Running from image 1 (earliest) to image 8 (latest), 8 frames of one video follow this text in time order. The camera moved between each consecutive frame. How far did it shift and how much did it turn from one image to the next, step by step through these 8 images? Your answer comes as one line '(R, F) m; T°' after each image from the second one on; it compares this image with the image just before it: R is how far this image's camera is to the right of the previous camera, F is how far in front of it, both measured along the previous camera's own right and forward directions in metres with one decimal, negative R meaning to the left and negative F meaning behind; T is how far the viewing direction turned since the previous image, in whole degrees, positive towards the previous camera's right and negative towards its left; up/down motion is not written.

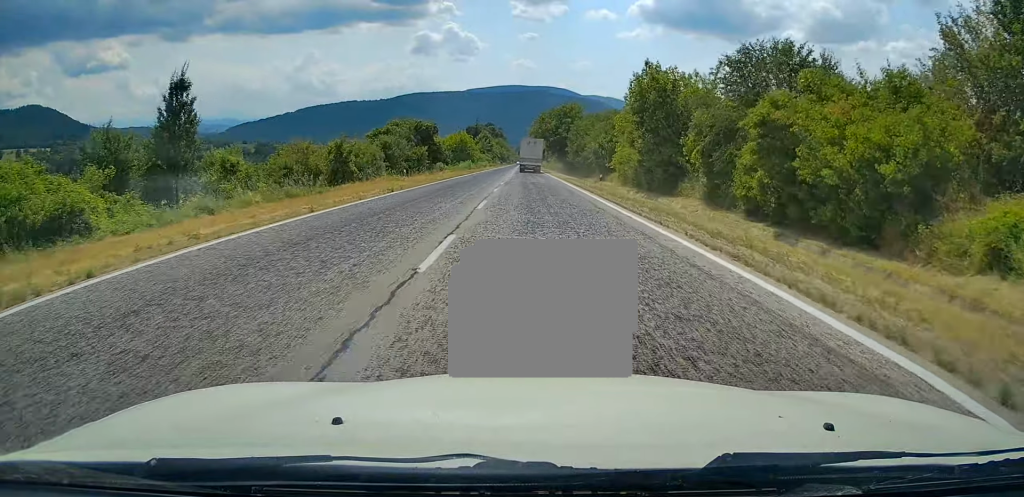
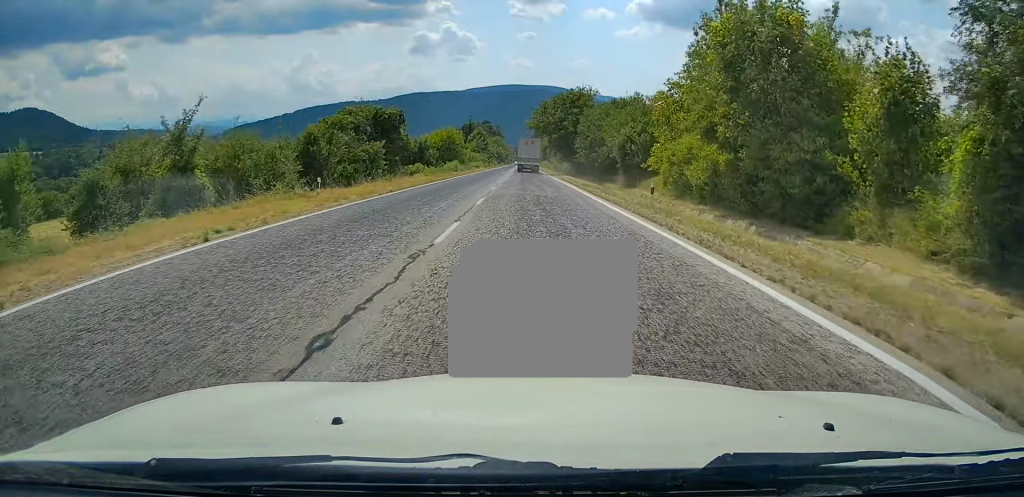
(+0.1, +16.0) m; 0°
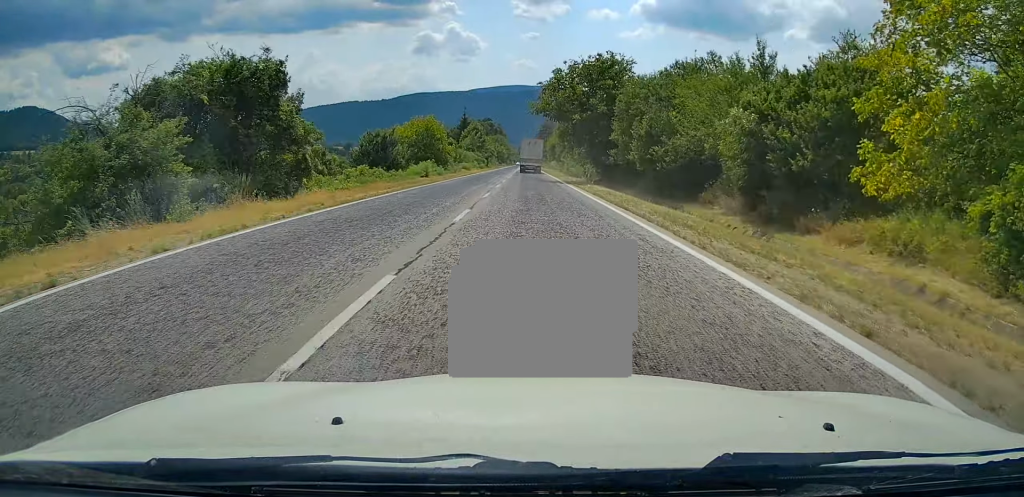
(0.0, +23.3) m; 0°
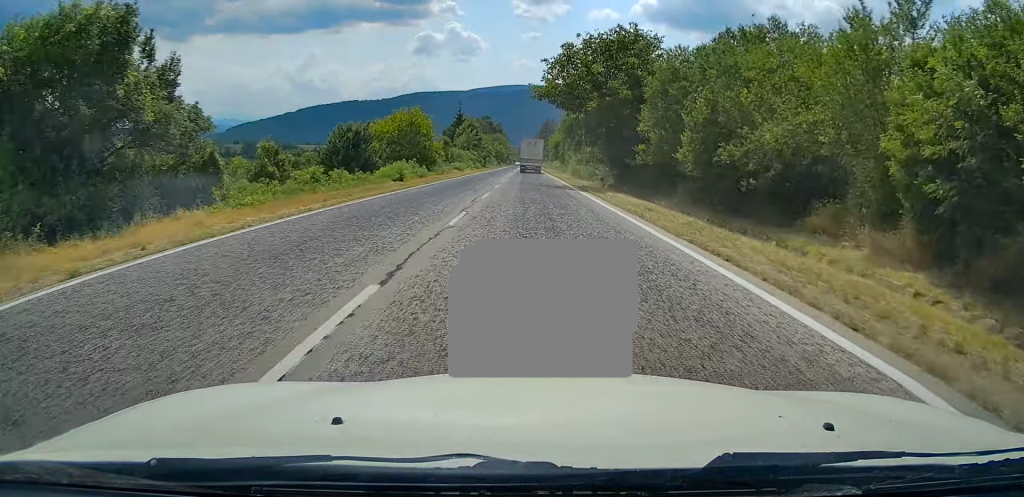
(0.0, +9.7) m; 0°
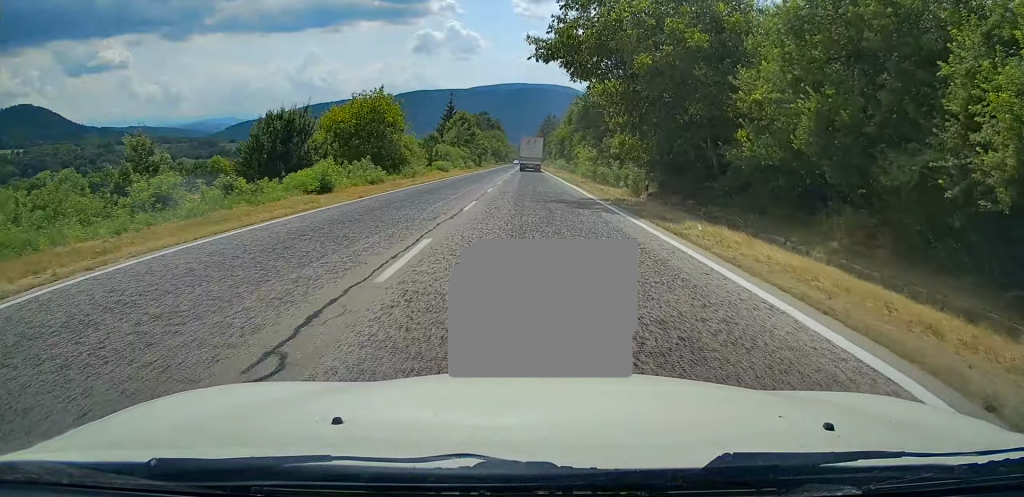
(0.0, +14.5) m; 0°
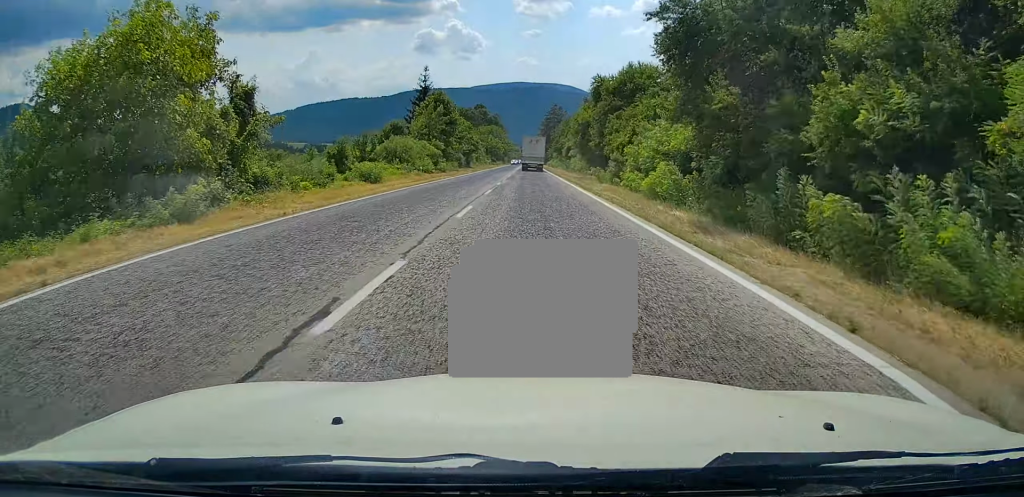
(+0.1, +29.1) m; 0°
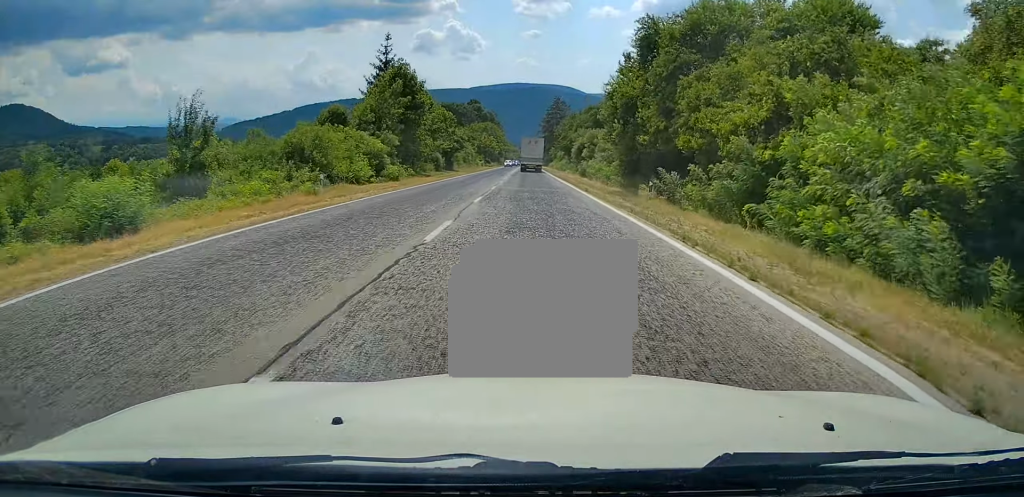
(-0.1, +21.9) m; 0°
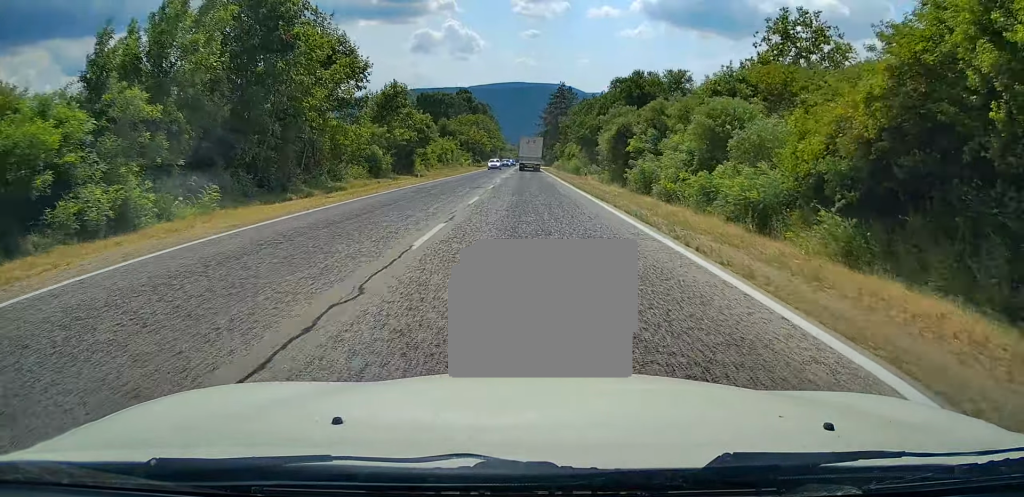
(0.0, +27.6) m; 0°
